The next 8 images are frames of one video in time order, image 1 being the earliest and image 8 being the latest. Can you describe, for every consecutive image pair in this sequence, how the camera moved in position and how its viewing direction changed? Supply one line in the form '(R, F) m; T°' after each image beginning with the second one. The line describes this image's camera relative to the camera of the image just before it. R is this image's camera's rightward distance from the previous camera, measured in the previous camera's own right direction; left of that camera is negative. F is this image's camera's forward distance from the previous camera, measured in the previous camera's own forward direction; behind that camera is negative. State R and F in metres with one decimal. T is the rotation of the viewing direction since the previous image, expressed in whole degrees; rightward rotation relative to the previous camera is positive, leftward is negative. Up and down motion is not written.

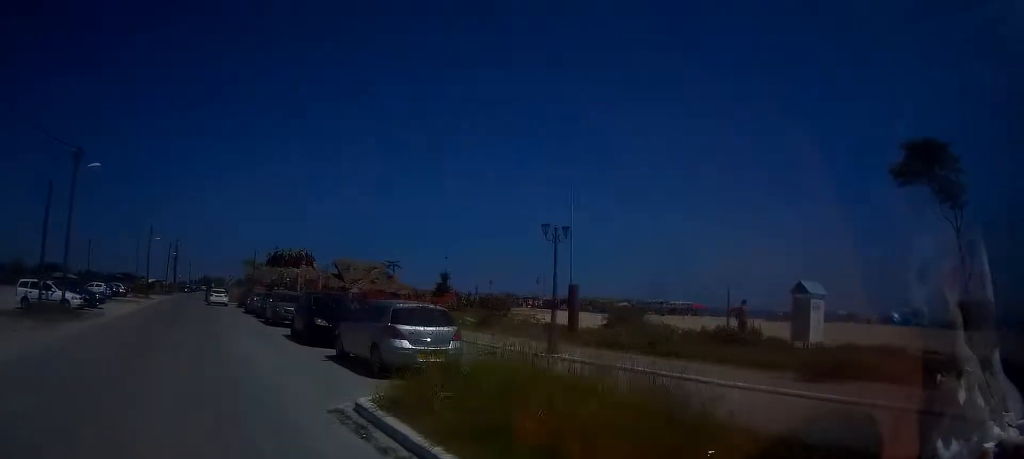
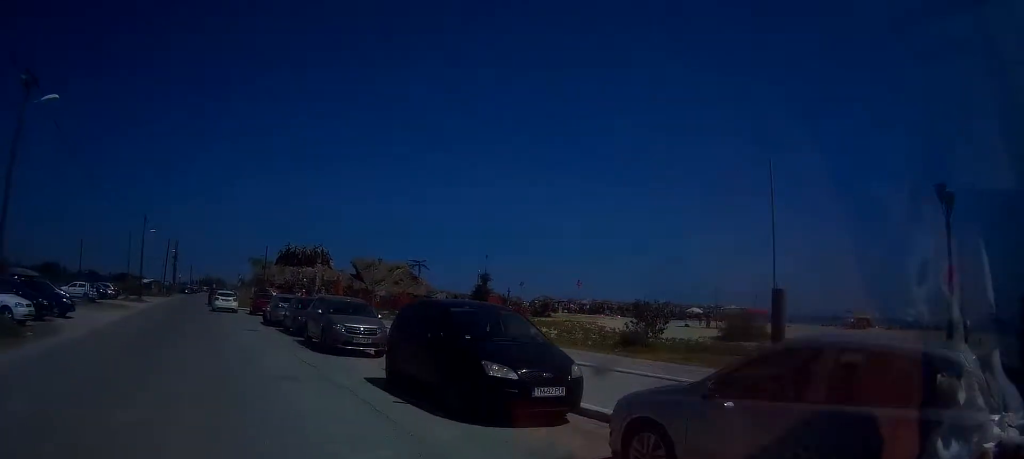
(+0.3, +10.5) m; 0°
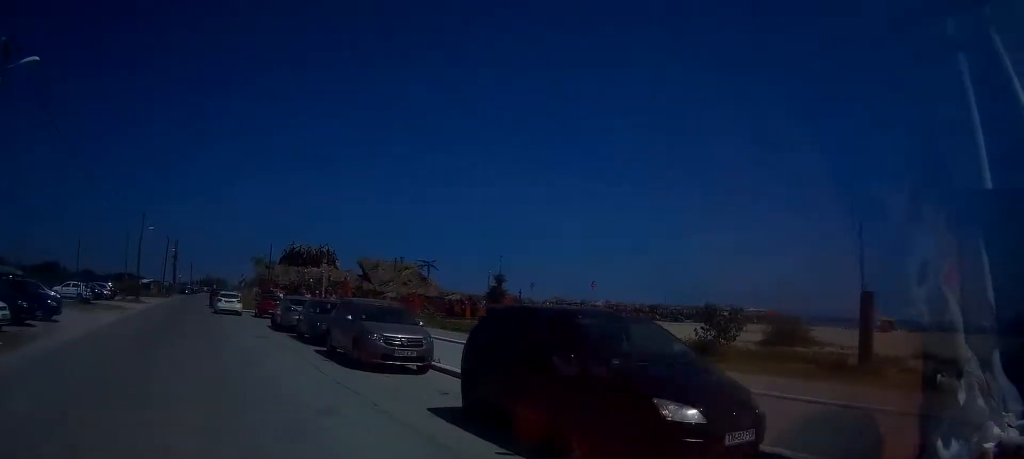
(-0.1, +3.3) m; -1°
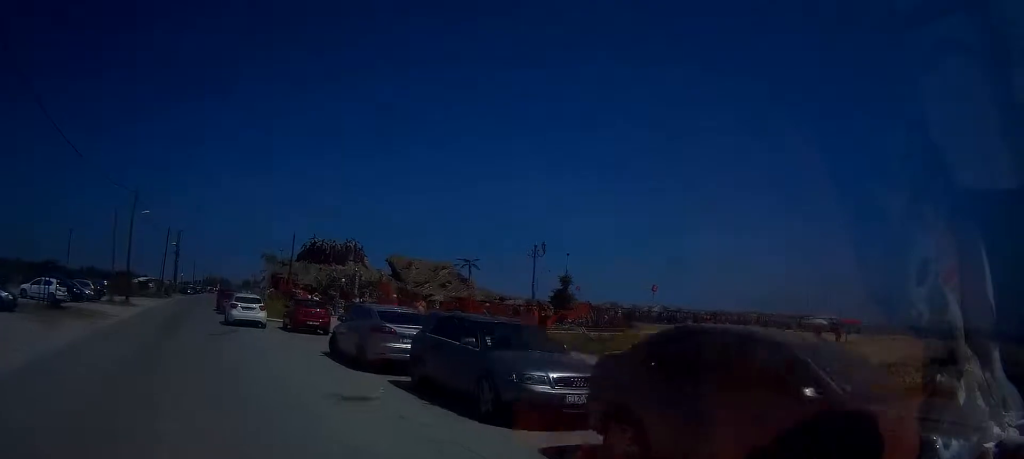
(-0.3, +11.4) m; -2°
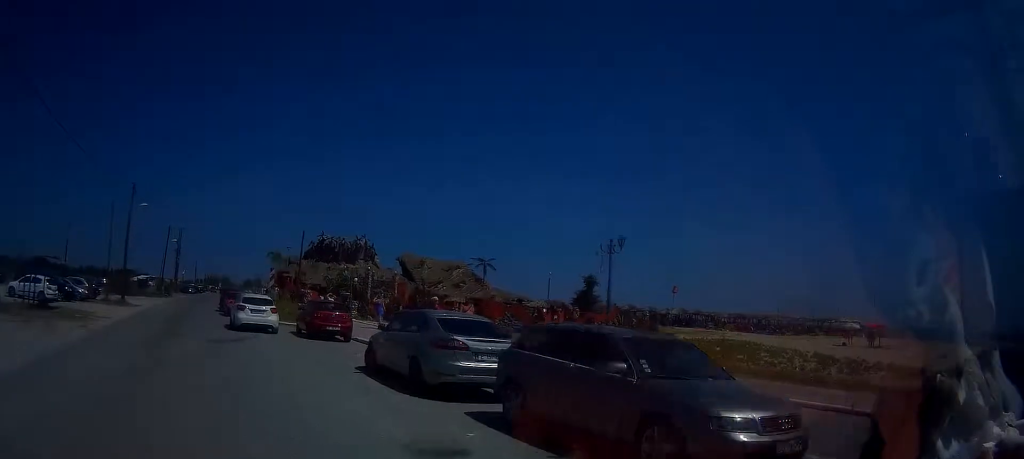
(0.0, +3.2) m; 0°
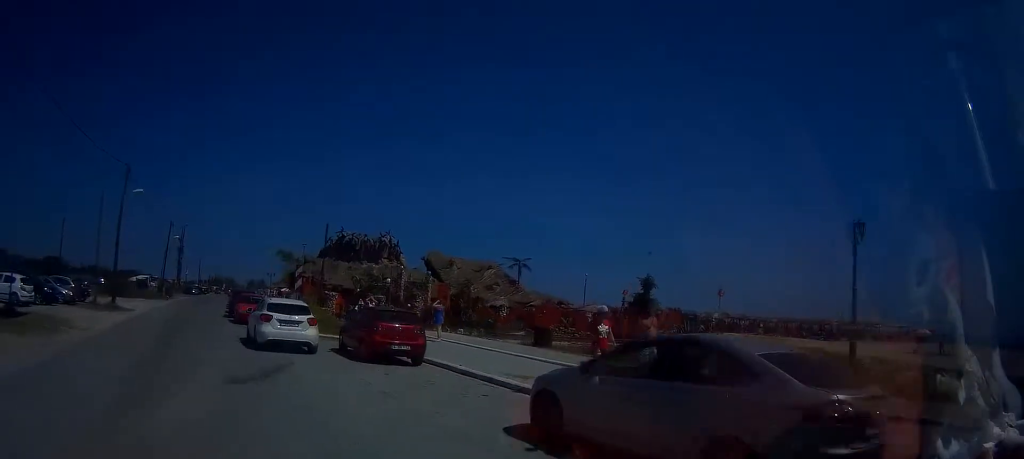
(0.0, +6.5) m; 0°
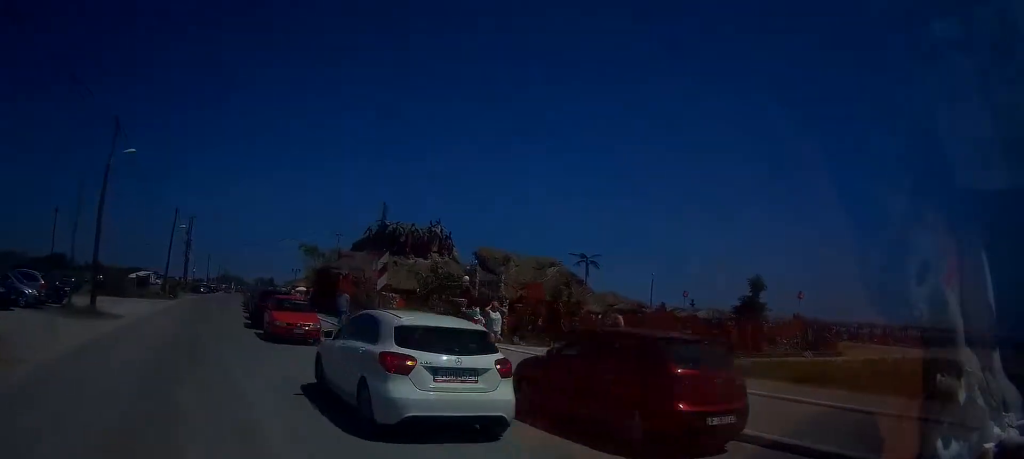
(-0.1, +9.4) m; -1°
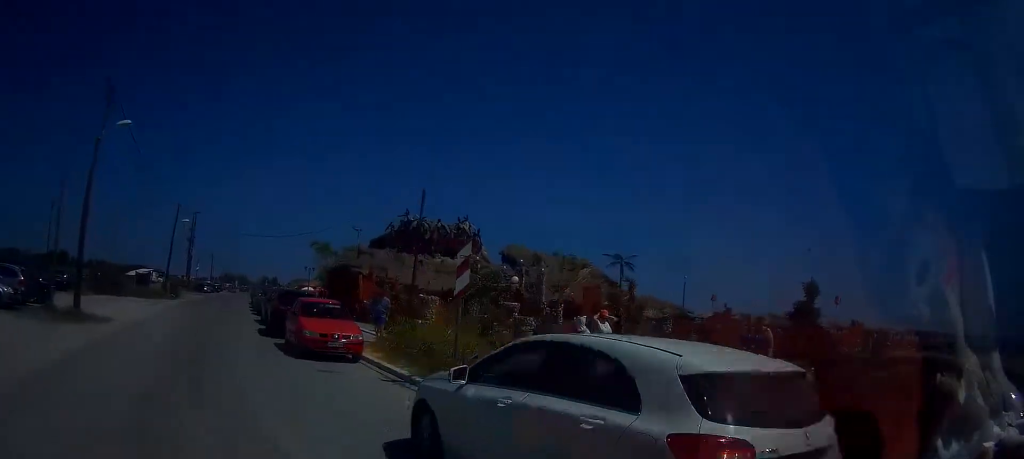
(0.0, +4.0) m; 0°
